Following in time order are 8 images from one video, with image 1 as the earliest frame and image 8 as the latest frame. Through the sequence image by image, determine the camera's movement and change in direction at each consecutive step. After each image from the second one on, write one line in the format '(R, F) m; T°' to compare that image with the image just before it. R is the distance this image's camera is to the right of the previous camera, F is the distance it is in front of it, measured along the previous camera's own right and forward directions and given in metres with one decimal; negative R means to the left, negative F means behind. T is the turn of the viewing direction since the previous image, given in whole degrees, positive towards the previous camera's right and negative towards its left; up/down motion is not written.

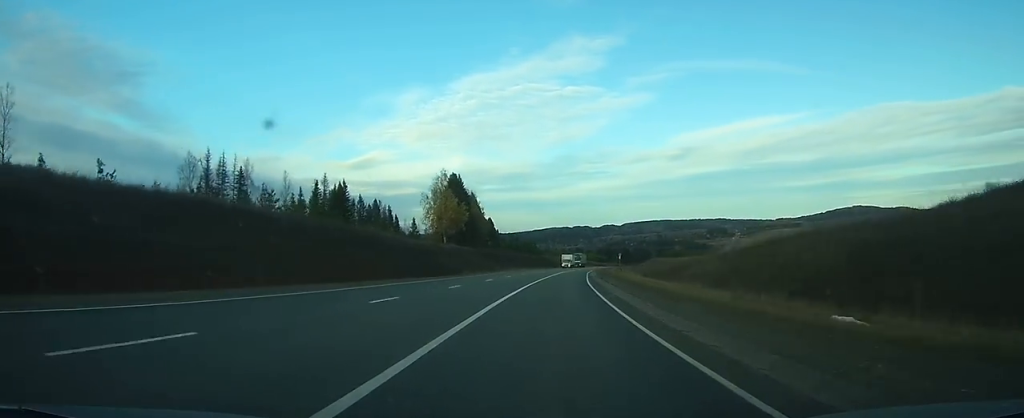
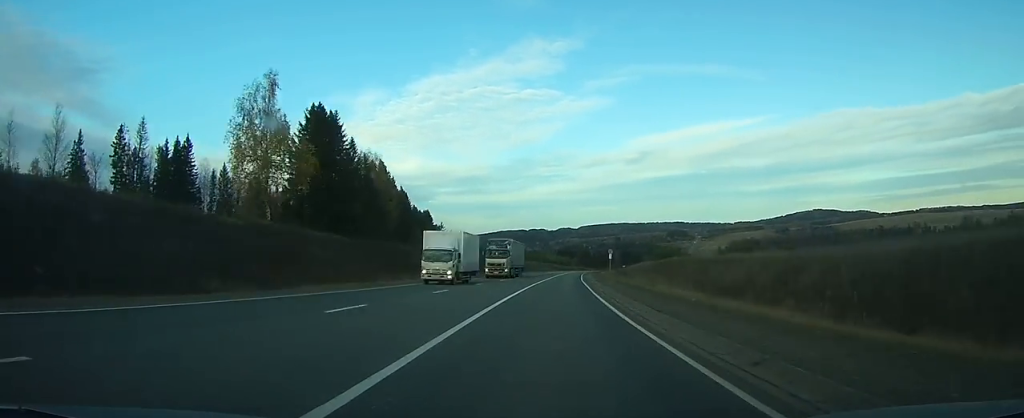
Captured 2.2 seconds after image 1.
(+2.6, +63.4) m; +5°
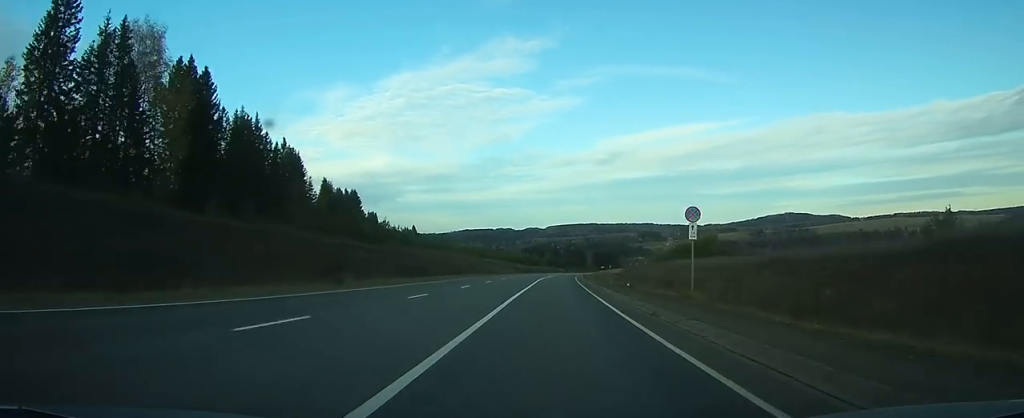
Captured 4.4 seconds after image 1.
(+2.3, +64.0) m; +4°
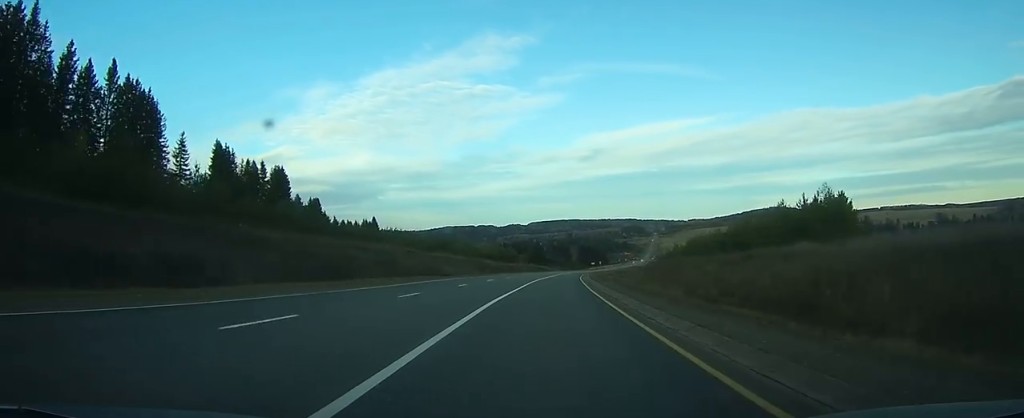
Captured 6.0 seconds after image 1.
(+1.2, +47.2) m; +2°
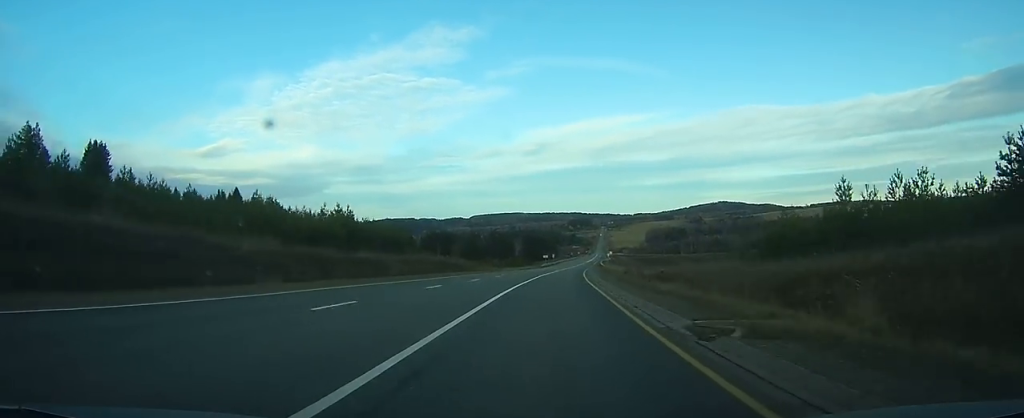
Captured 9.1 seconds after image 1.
(+3.4, +92.4) m; +5°
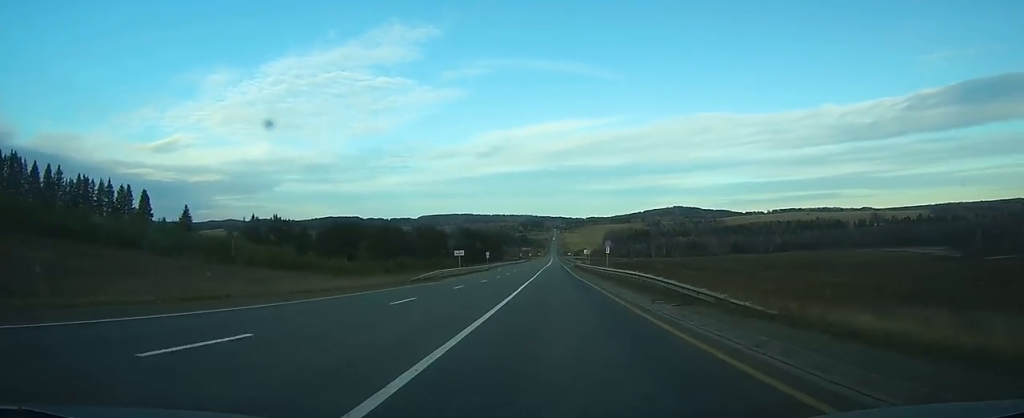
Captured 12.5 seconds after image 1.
(+7.5, +105.9) m; +6°
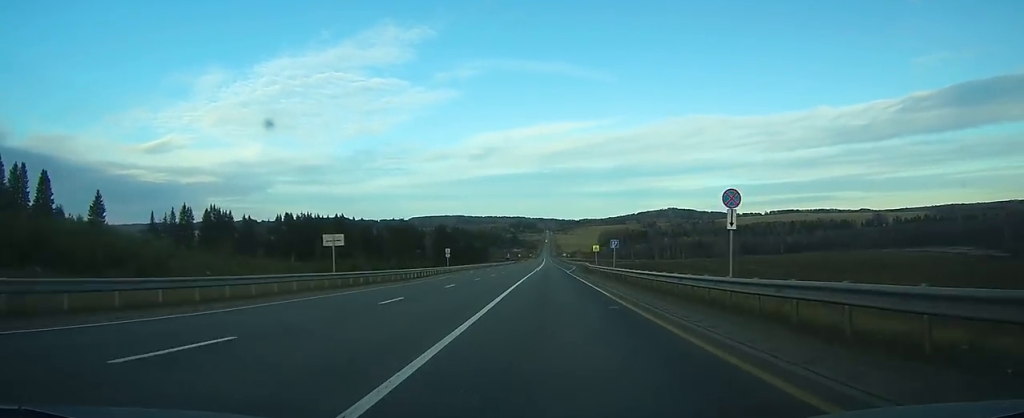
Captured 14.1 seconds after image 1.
(-0.5, +51.8) m; 0°
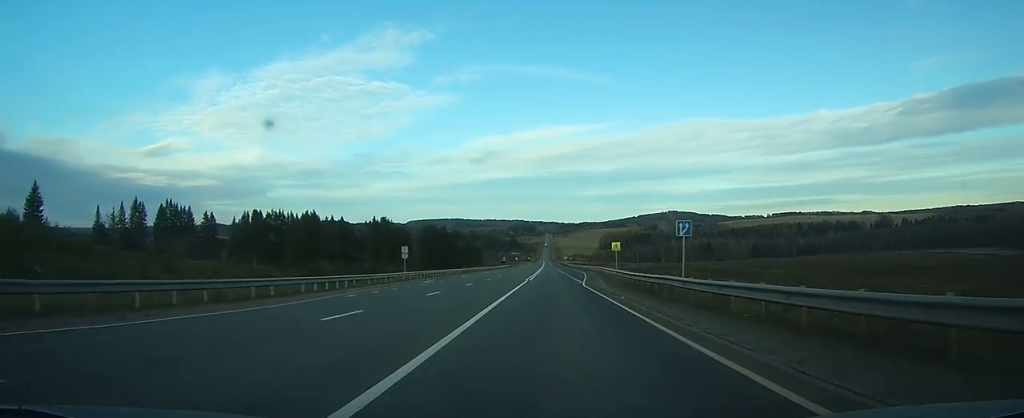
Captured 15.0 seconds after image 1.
(+0.2, +30.2) m; 0°
